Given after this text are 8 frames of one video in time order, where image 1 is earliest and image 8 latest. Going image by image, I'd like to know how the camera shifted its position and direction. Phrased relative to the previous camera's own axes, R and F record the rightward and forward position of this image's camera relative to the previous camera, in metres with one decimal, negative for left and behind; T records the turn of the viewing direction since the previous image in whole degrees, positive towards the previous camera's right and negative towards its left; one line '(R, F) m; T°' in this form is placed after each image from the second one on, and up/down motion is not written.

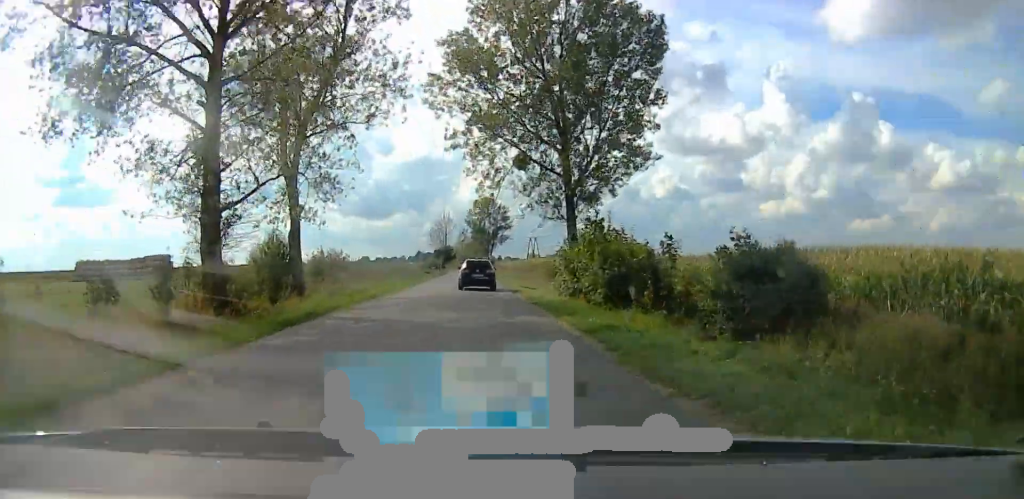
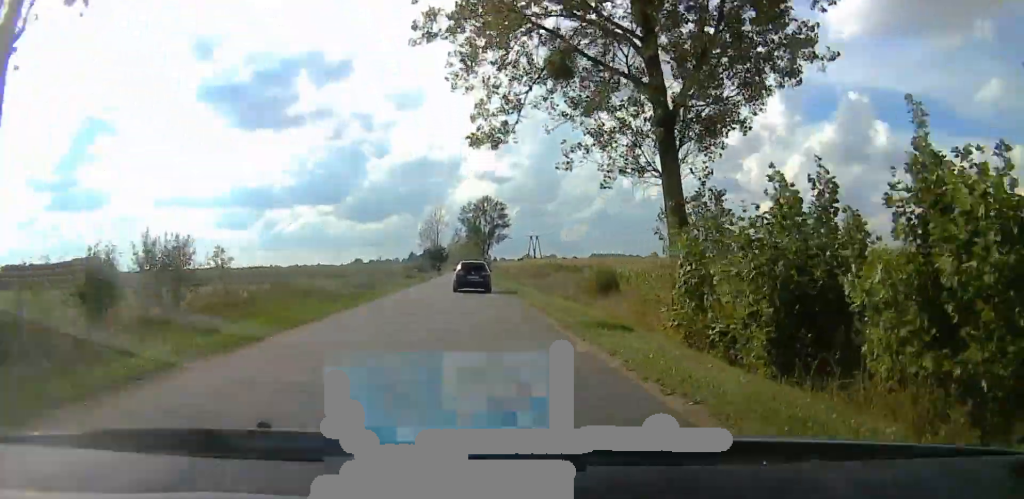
(-0.1, +21.5) m; 0°
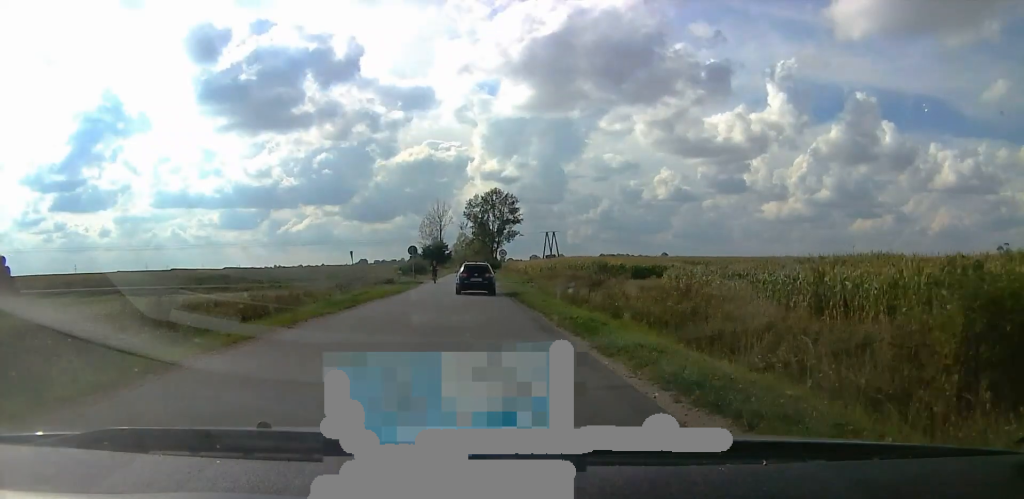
(0.0, +22.7) m; 0°
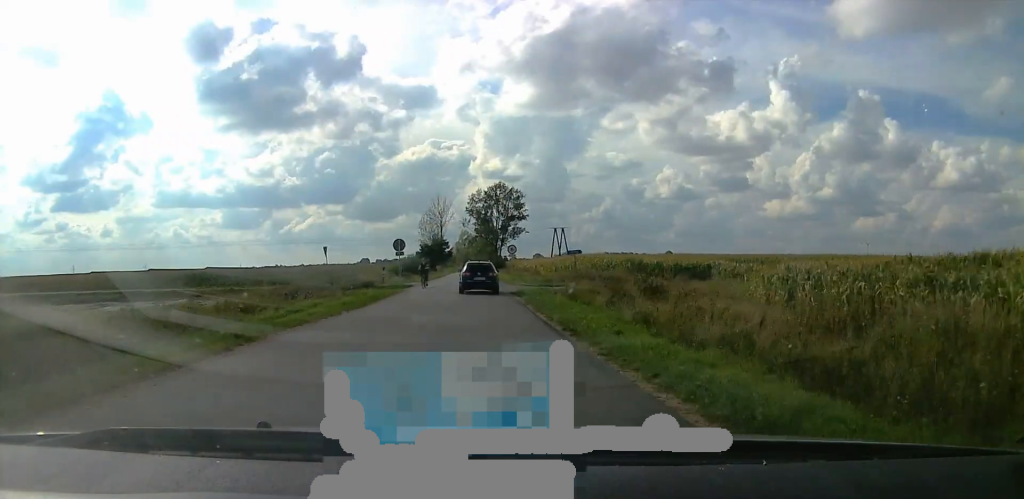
(0.0, +11.6) m; 0°
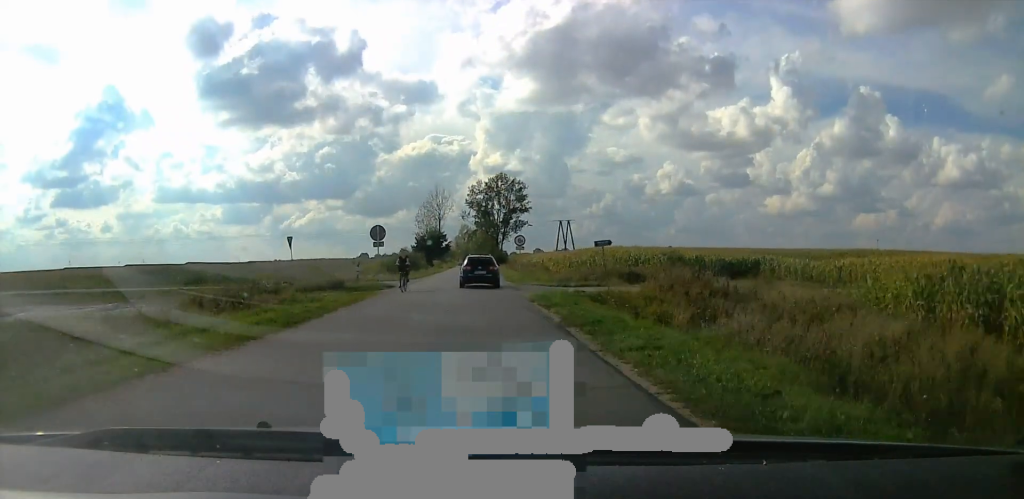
(0.0, +9.3) m; 0°
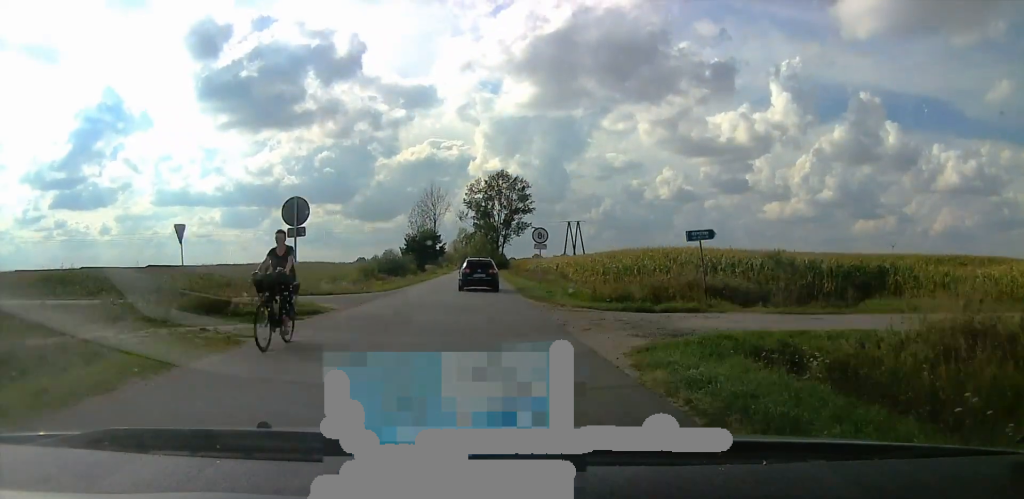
(0.0, +15.0) m; +1°
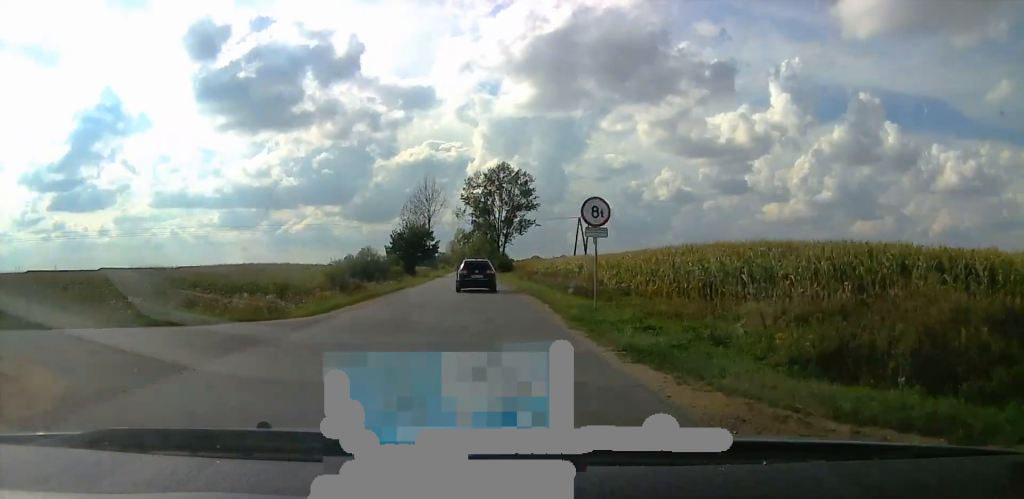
(+0.3, +14.9) m; +1°
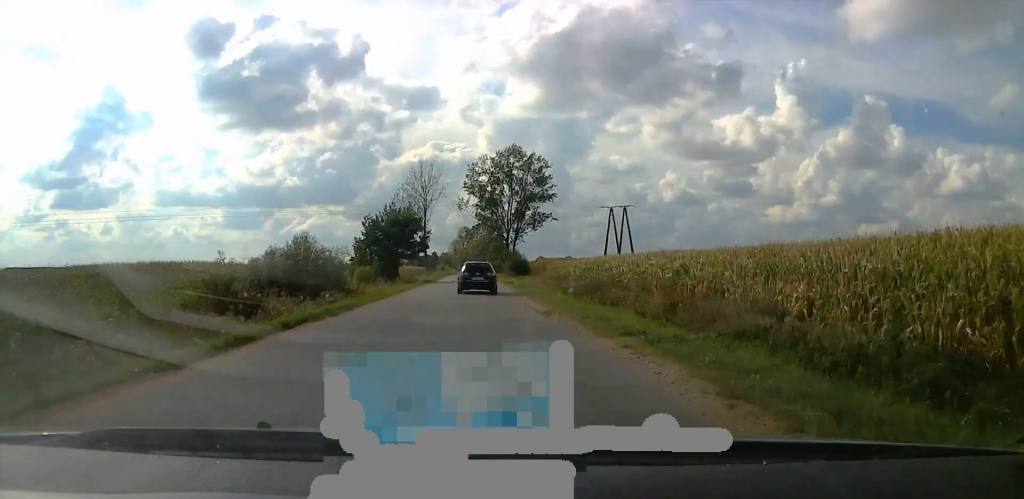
(+0.1, +23.7) m; -2°
